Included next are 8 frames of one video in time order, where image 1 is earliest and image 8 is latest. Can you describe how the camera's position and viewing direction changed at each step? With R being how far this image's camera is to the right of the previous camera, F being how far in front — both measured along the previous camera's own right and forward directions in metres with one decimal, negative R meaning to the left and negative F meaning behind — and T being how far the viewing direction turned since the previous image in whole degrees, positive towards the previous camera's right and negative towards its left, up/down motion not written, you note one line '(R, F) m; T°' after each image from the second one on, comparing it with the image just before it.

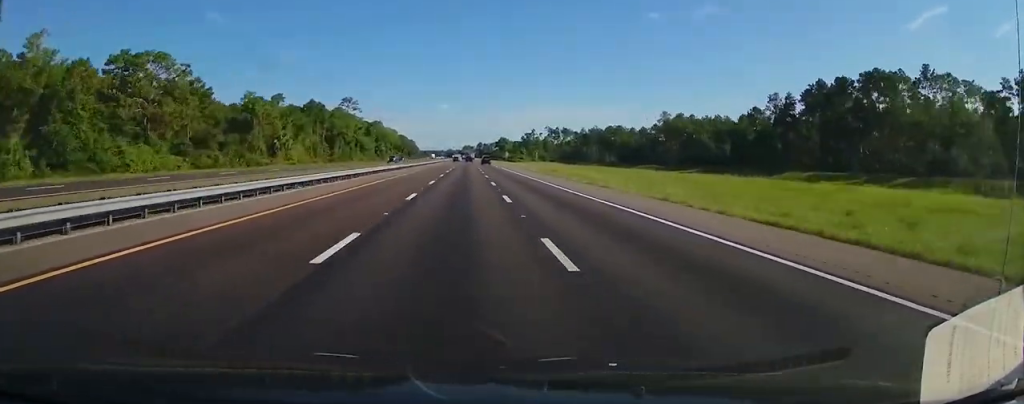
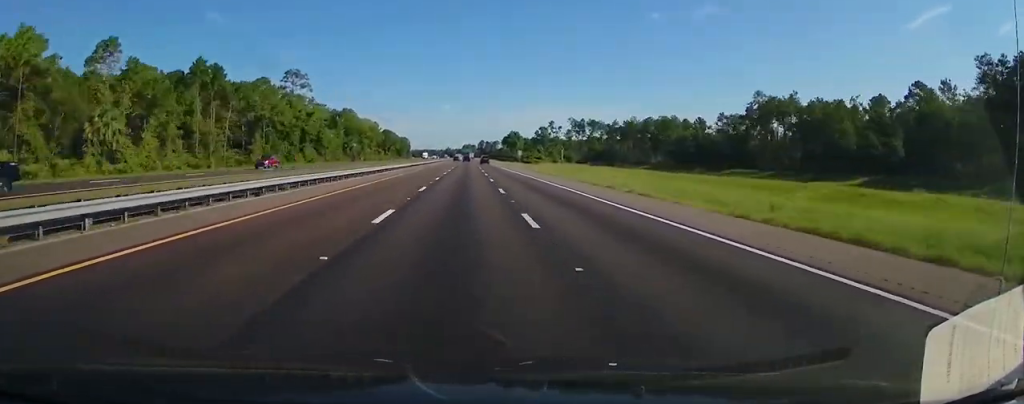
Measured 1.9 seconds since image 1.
(+0.6, +68.1) m; 0°
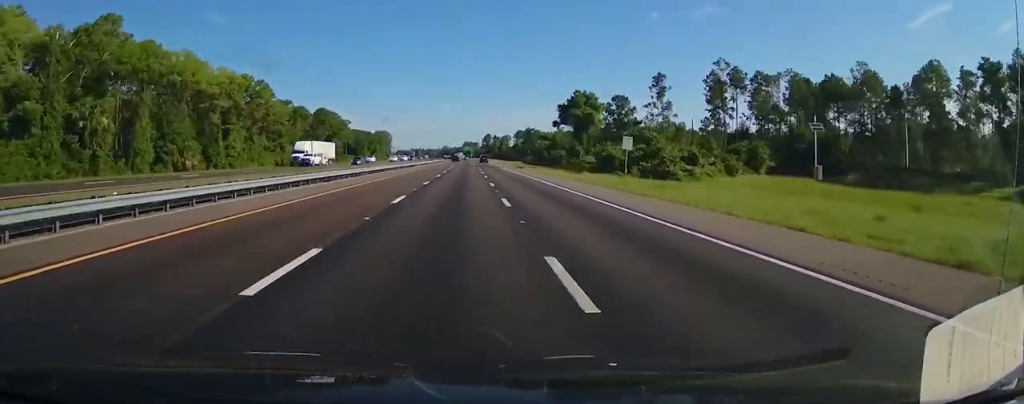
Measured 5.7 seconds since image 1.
(-1.9, +139.4) m; 0°
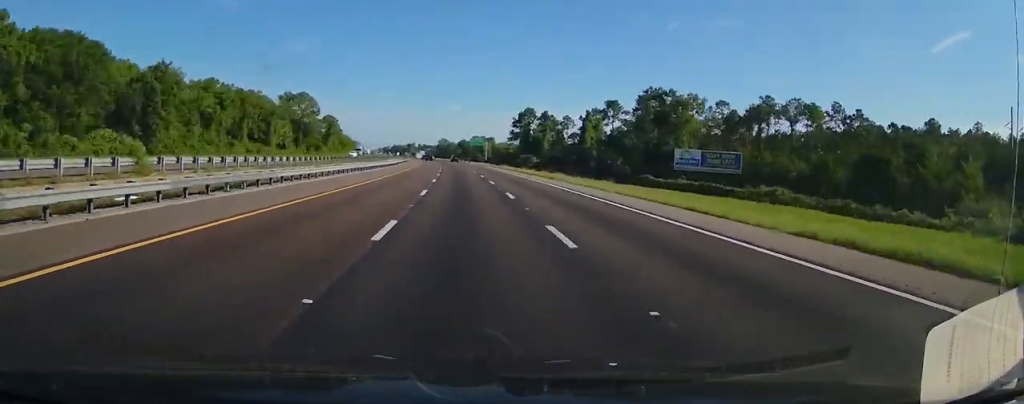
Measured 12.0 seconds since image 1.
(-3.7, +225.6) m; -4°
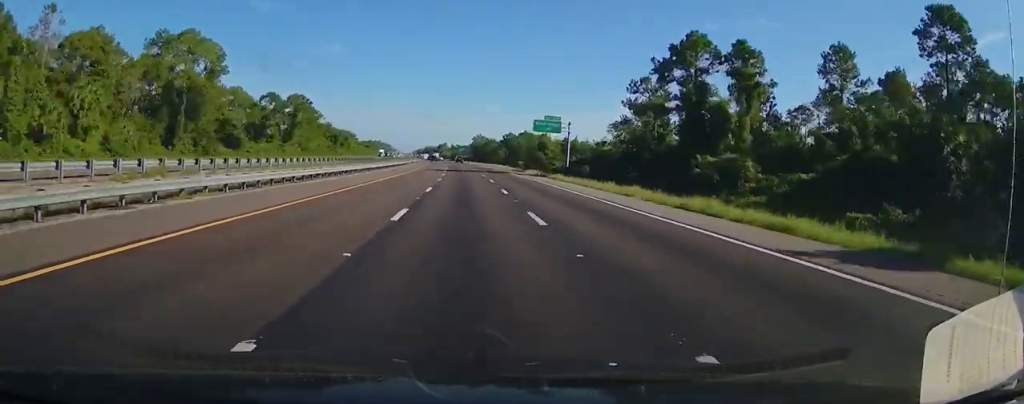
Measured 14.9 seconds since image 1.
(-2.3, +103.3) m; -3°
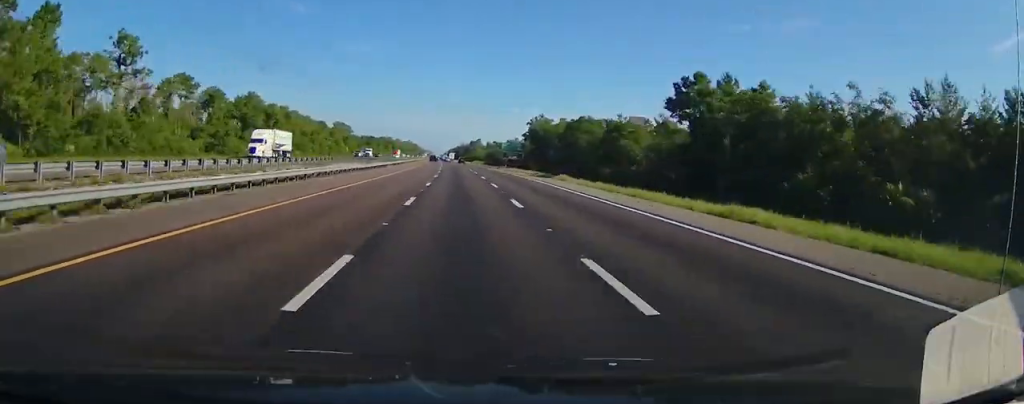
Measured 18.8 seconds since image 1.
(-4.7, +134.4) m; -3°
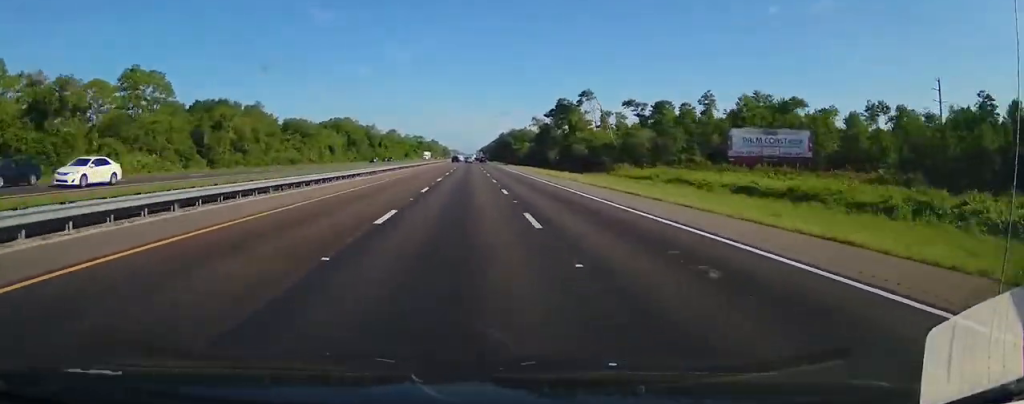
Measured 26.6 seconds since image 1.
(-5.5, +296.0) m; -1°
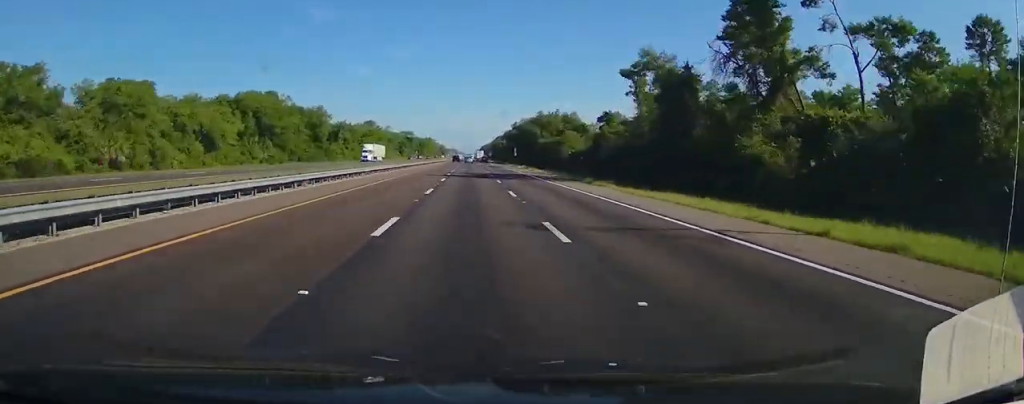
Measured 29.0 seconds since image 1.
(-0.2, +86.5) m; 0°
